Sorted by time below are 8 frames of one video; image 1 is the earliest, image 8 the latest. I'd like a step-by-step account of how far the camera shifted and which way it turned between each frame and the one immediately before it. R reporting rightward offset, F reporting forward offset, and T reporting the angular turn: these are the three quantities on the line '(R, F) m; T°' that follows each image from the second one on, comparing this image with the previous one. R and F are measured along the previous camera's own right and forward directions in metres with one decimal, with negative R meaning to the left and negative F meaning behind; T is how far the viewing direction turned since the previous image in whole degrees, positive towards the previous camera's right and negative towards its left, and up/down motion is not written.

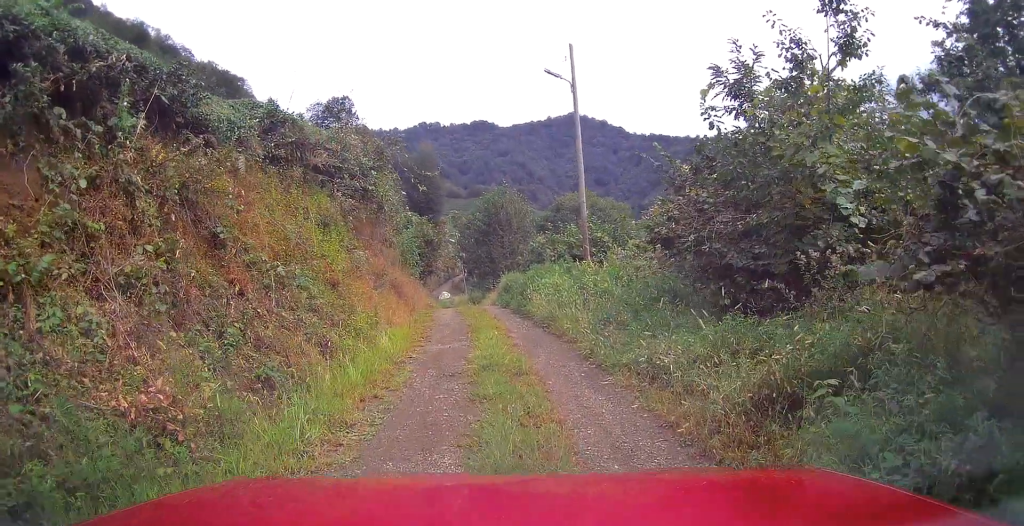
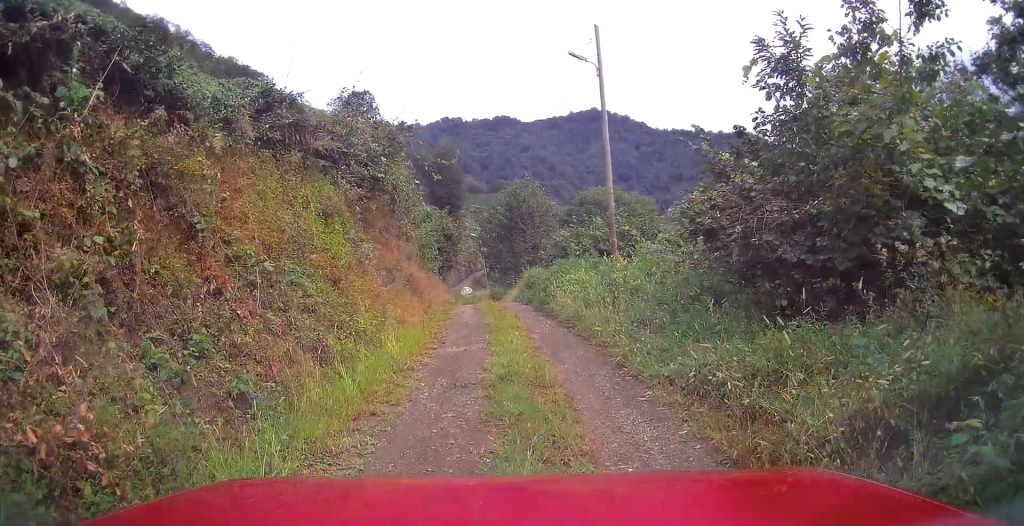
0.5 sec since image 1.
(0.0, +1.0) m; -2°
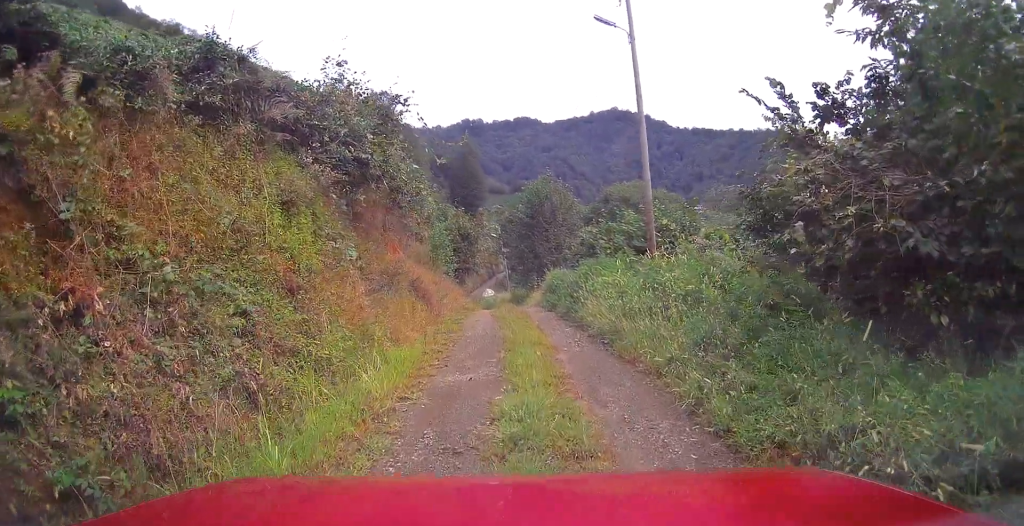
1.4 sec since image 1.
(-0.1, +2.0) m; -6°
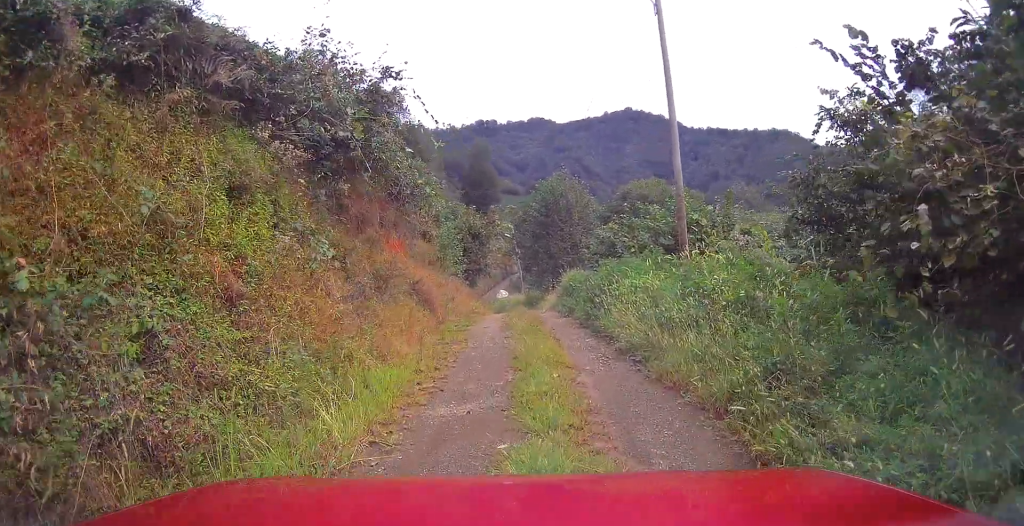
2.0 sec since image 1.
(0.0, +1.3) m; -5°
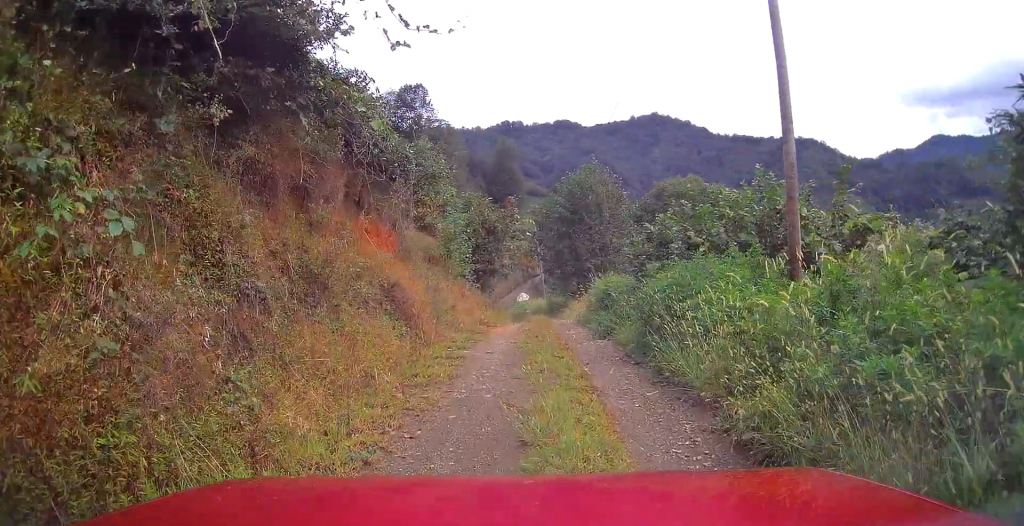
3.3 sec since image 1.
(0.0, +3.5) m; +5°
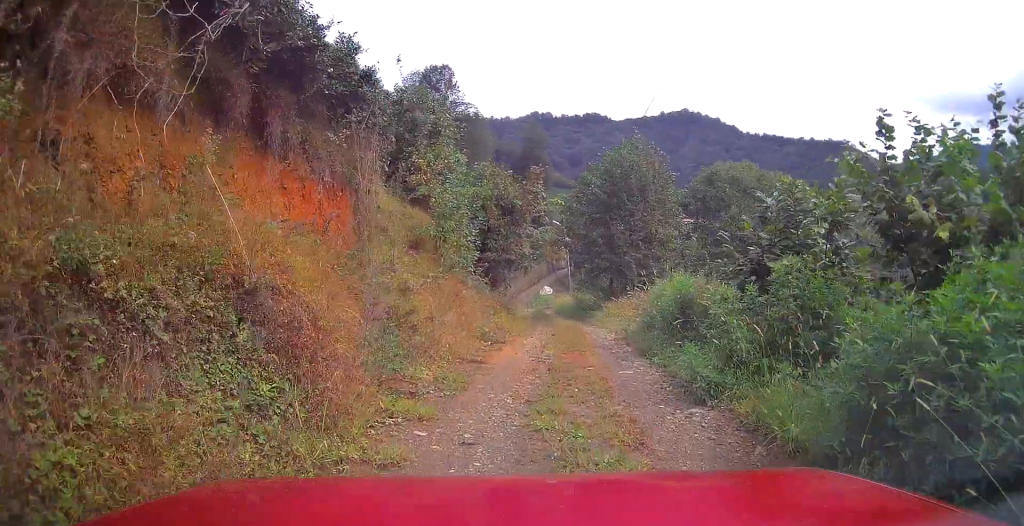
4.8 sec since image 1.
(0.0, +5.1) m; -3°
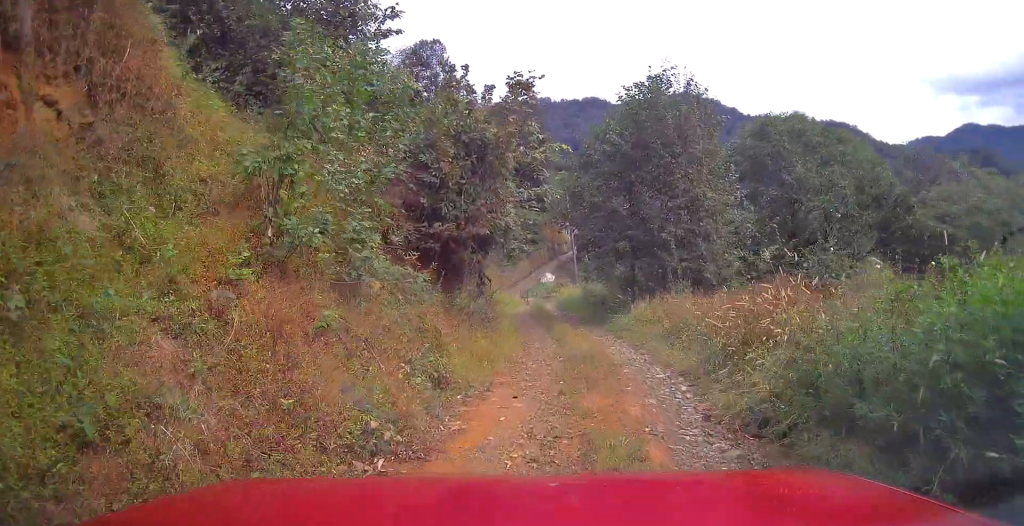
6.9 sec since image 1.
(+0.1, +7.7) m; +4°
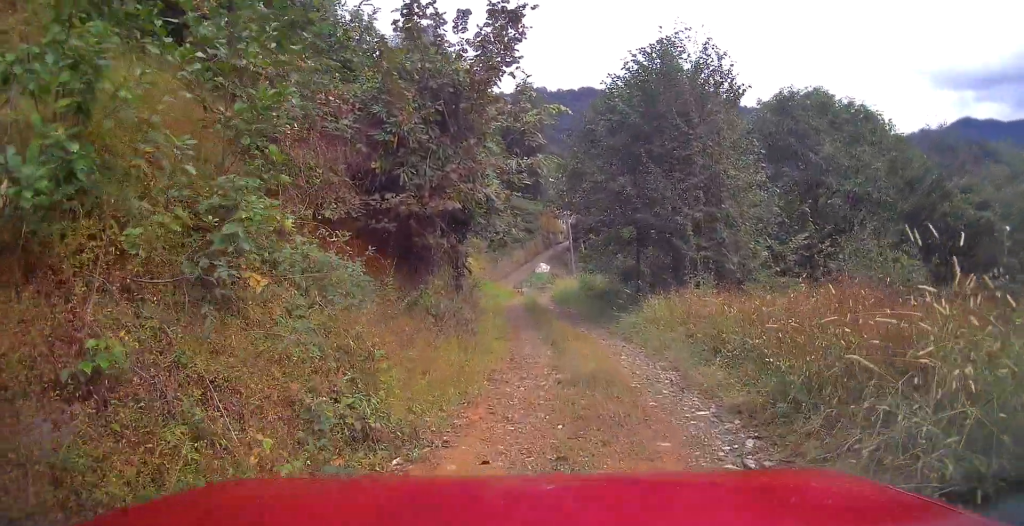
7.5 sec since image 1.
(0.0, +2.7) m; 0°
